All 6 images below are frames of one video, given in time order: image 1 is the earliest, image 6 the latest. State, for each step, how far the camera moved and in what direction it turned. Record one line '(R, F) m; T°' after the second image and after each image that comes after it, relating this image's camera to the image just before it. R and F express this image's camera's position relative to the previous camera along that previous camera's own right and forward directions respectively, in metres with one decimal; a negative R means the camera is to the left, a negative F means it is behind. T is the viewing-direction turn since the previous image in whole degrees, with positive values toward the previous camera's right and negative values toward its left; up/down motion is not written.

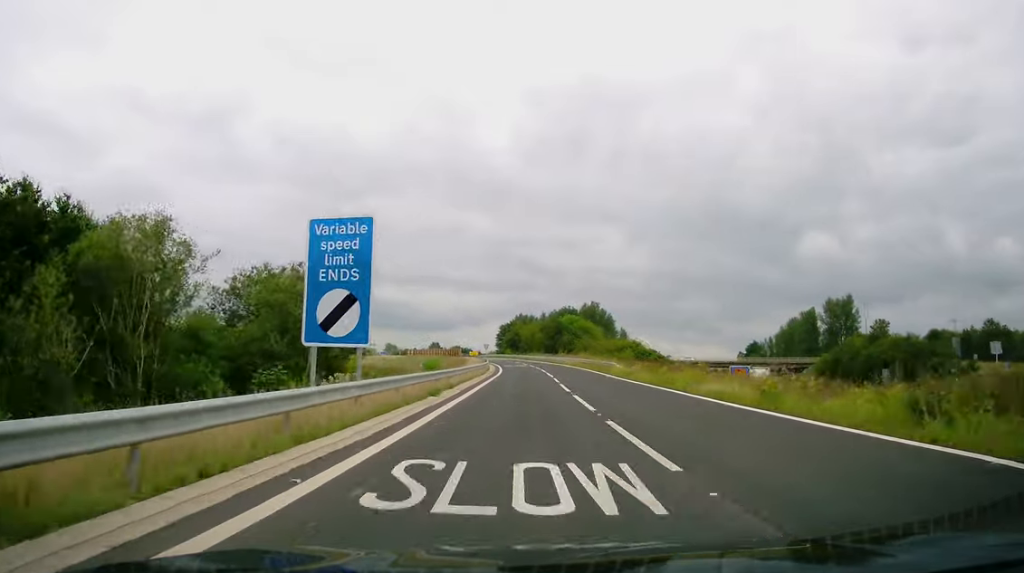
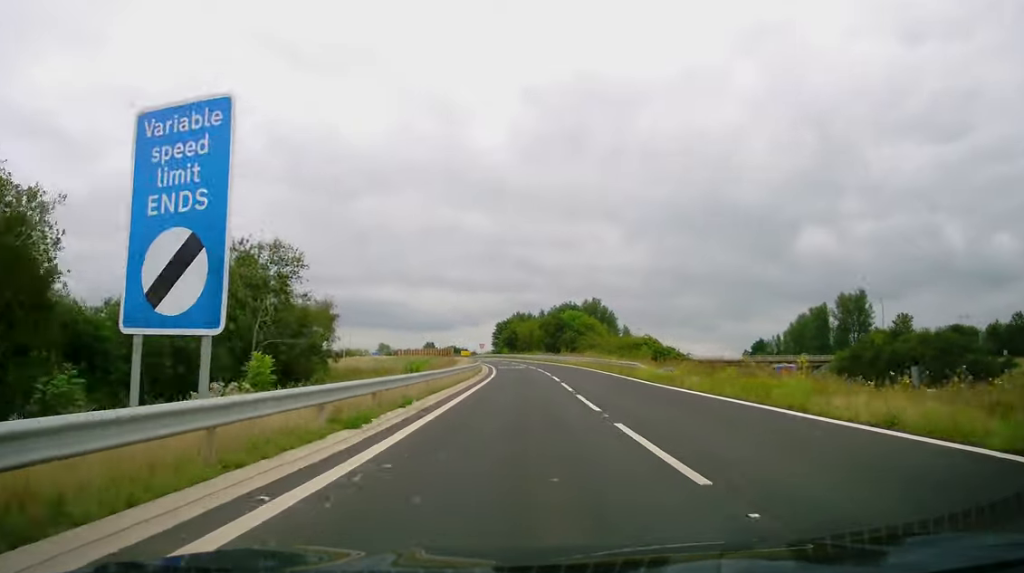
(-0.1, +10.5) m; 0°
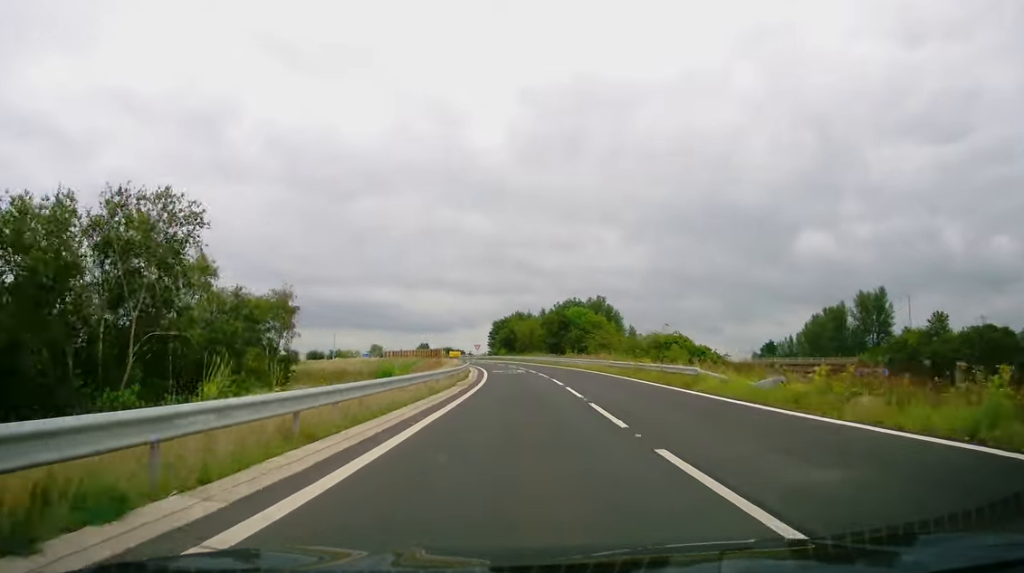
(+0.1, +13.2) m; 0°
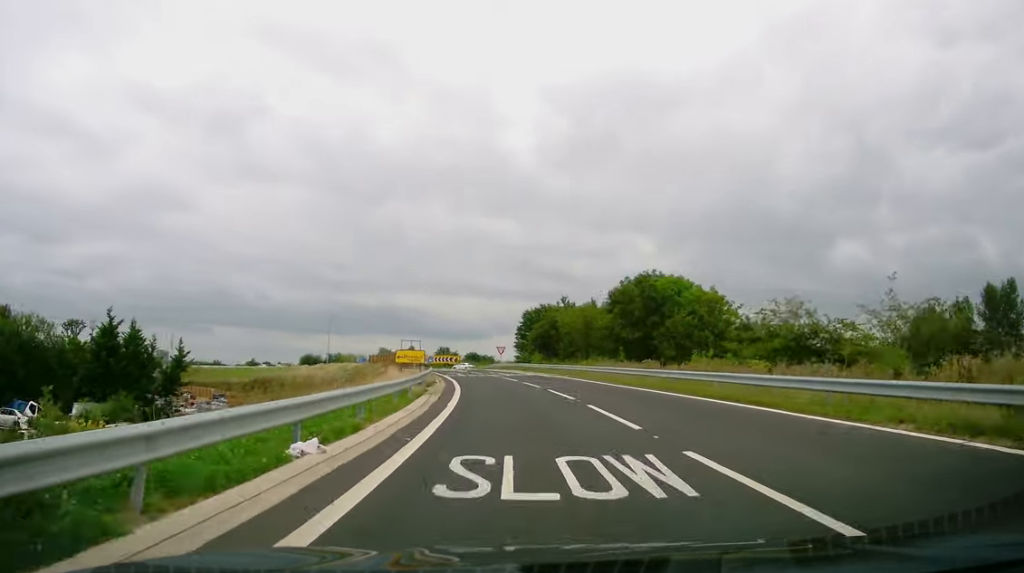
(-0.8, +45.9) m; -4°
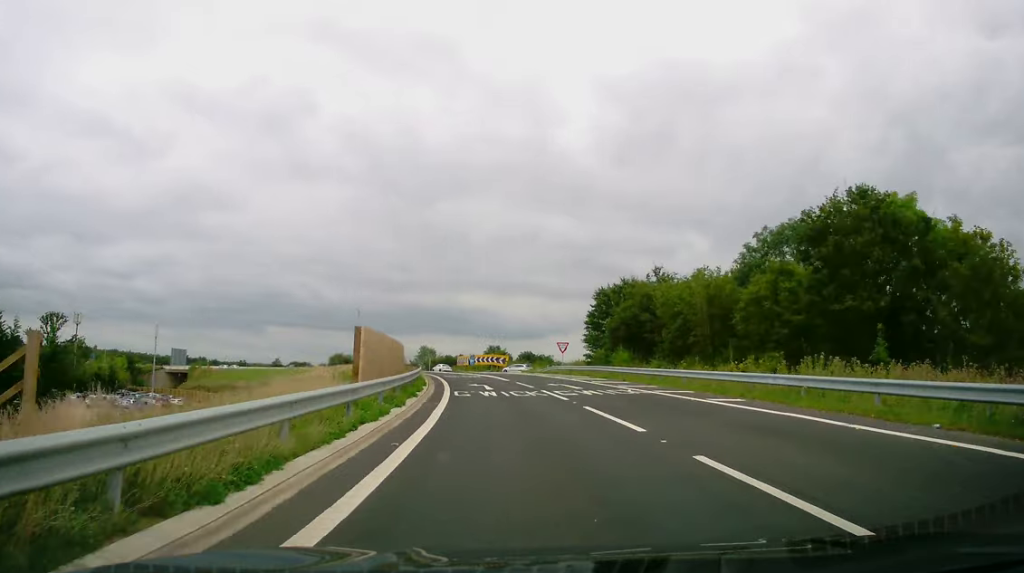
(-1.3, +28.4) m; -5°
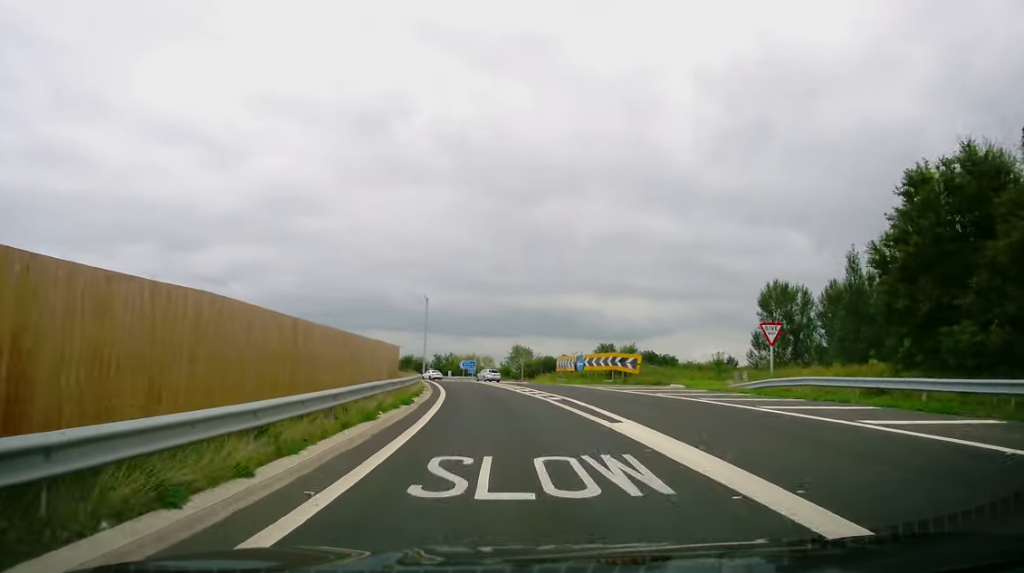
(-2.6, +40.9) m; -9°
